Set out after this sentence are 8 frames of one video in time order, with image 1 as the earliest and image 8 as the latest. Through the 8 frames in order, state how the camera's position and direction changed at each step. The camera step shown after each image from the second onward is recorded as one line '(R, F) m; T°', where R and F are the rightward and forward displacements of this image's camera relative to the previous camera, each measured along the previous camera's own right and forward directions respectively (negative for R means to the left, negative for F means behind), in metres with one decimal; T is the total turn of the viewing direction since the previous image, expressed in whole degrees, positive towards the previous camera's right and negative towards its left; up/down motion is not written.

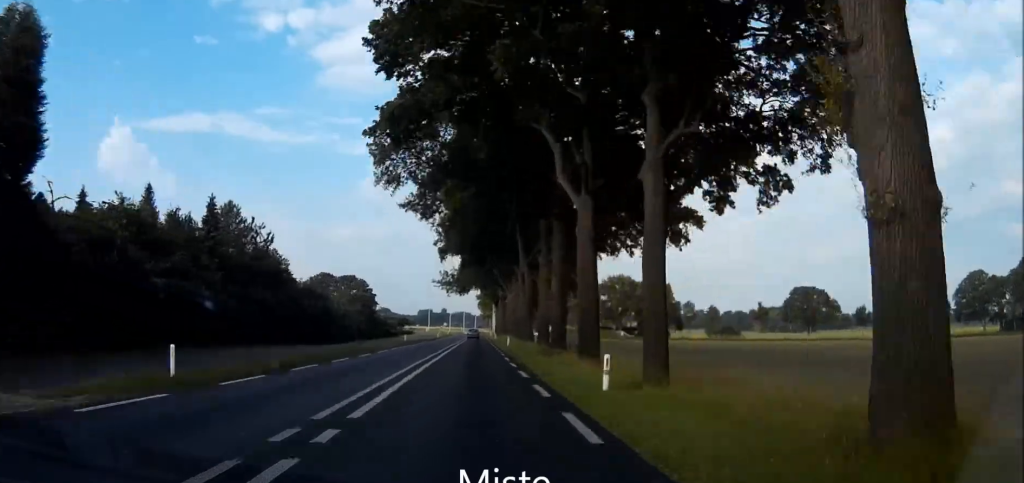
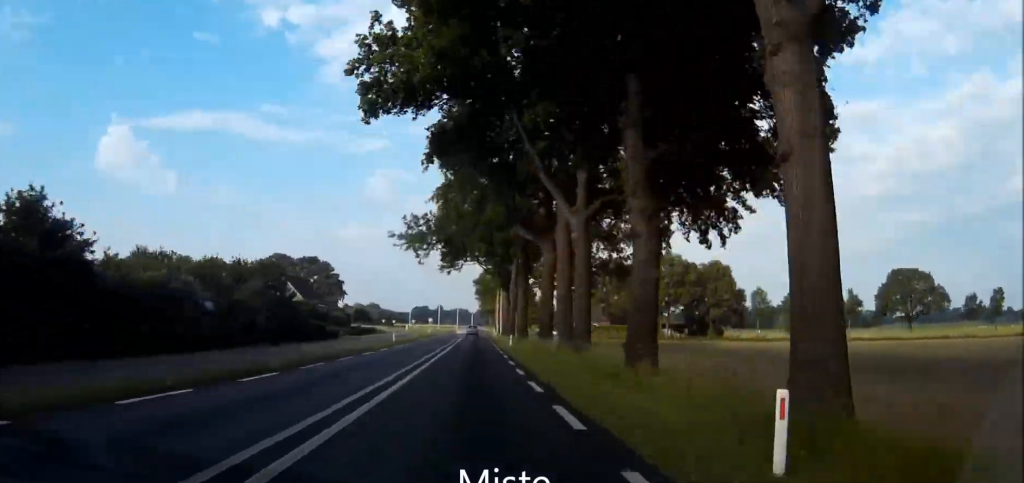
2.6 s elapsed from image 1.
(-0.8, +59.3) m; -2°
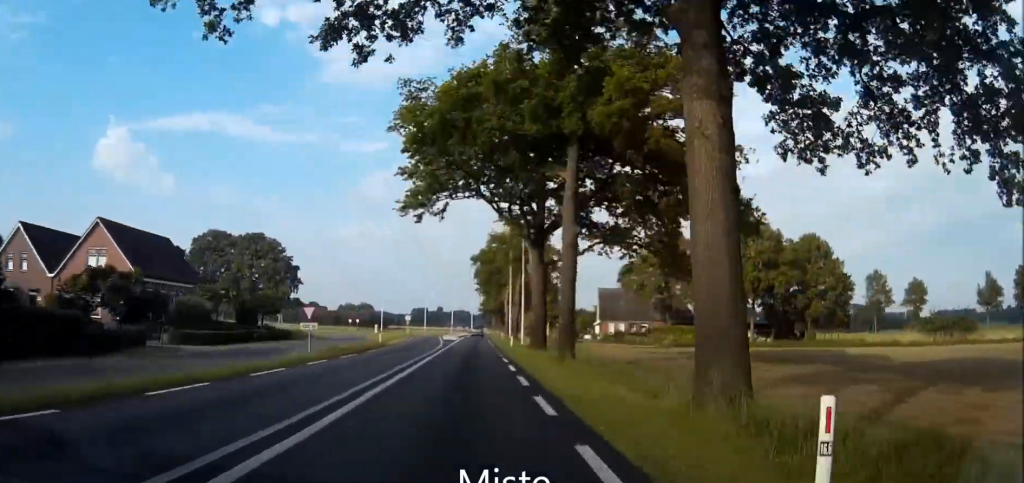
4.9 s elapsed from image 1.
(-0.9, +51.9) m; -1°
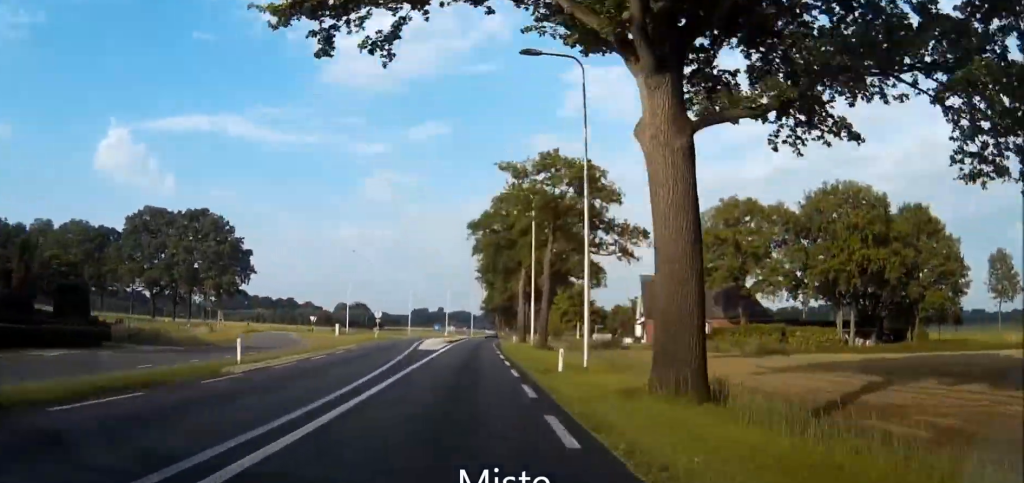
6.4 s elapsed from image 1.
(-0.1, +32.4) m; 0°
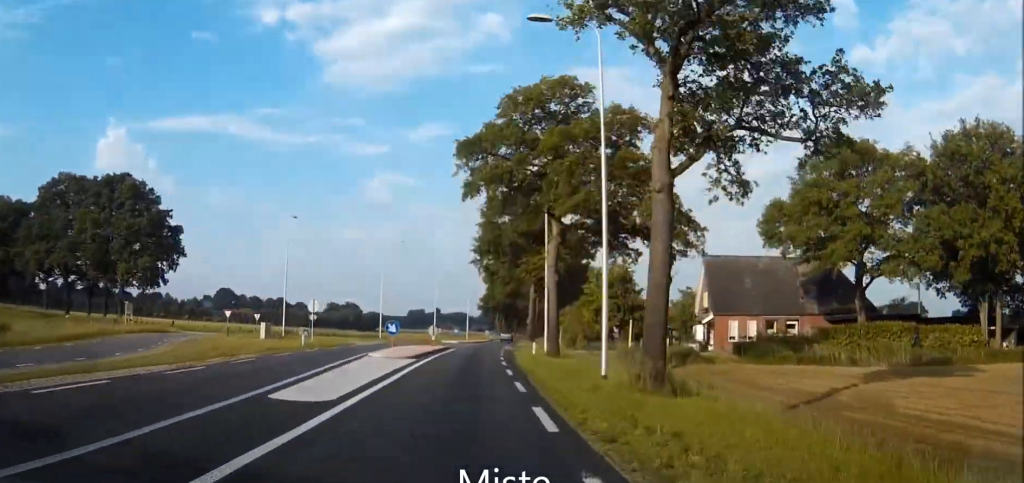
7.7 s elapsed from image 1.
(+0.2, +28.0) m; 0°
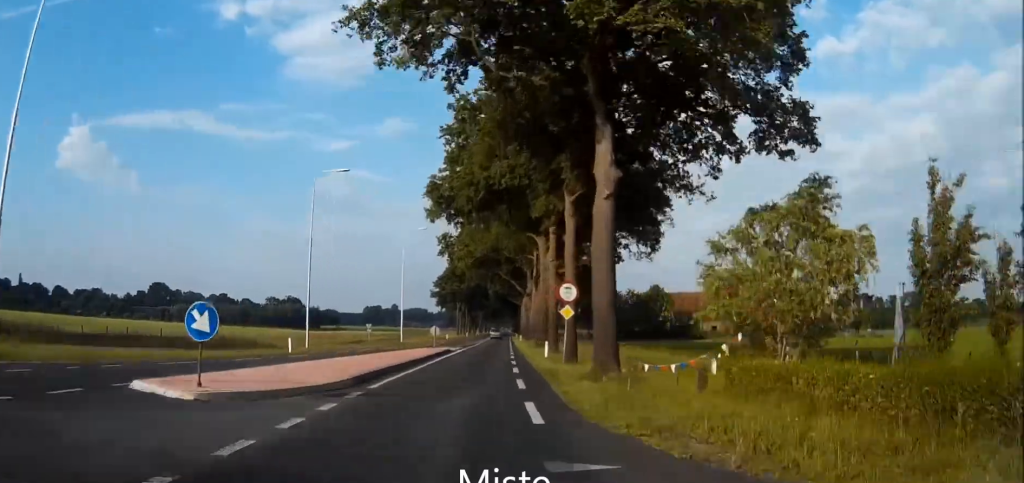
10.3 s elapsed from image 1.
(+0.3, +59.5) m; +3°
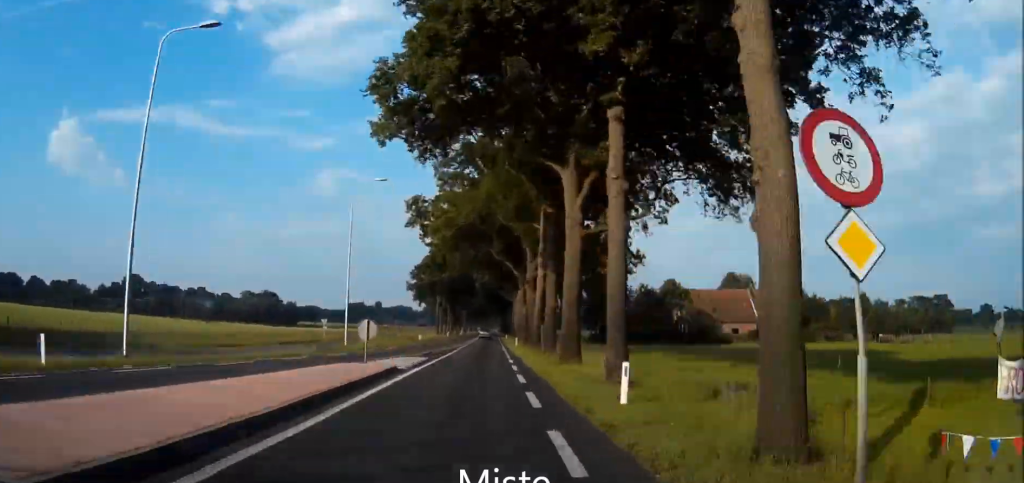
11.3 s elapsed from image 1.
(+0.7, +21.2) m; +1°
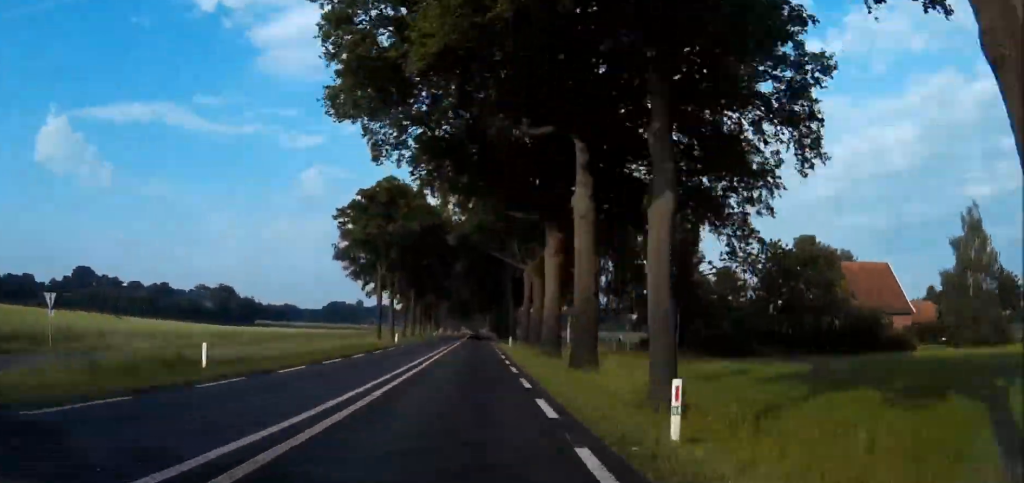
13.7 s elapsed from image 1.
(+1.7, +55.3) m; +2°
